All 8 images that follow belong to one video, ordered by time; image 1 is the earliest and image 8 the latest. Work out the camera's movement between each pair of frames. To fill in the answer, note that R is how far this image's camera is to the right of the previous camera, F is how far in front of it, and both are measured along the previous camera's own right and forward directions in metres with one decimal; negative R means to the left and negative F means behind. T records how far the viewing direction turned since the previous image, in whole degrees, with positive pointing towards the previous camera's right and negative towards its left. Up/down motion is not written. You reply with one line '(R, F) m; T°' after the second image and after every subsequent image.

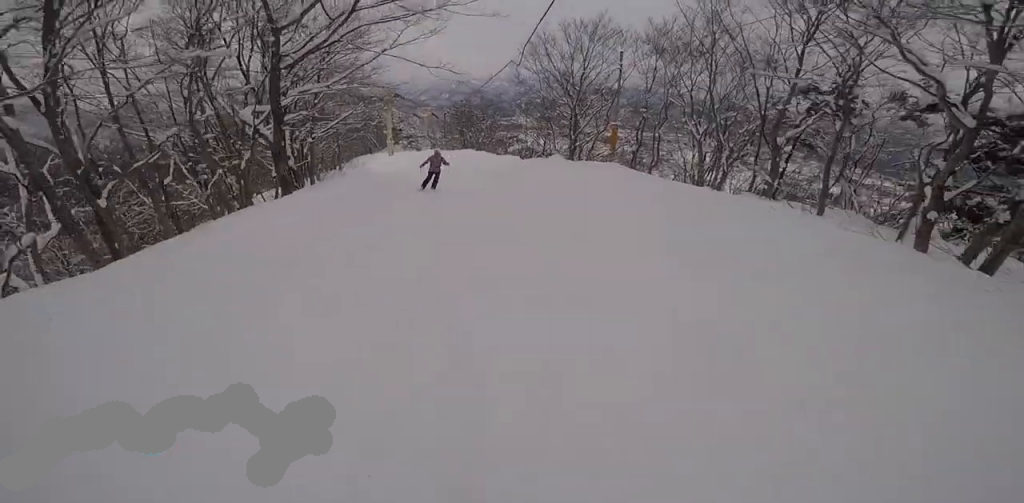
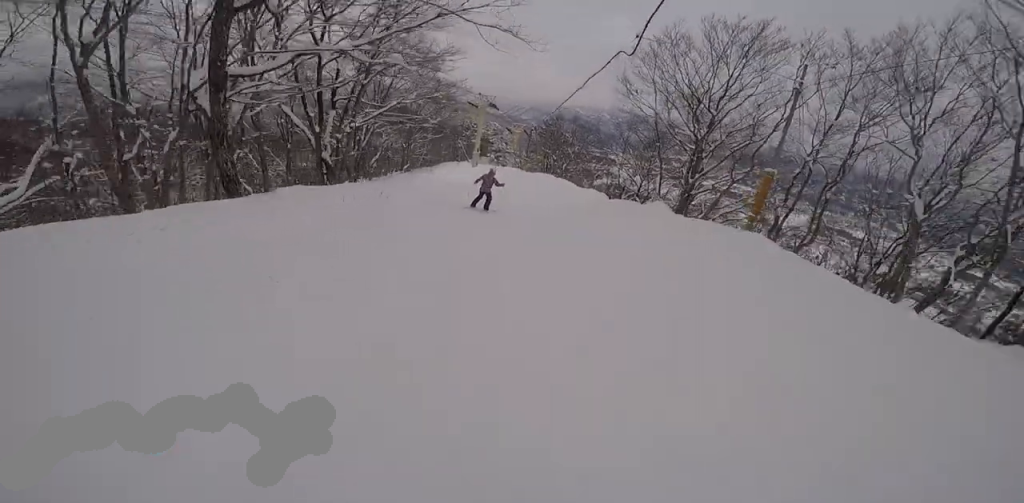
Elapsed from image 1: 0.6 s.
(+1.8, +4.4) m; +3°
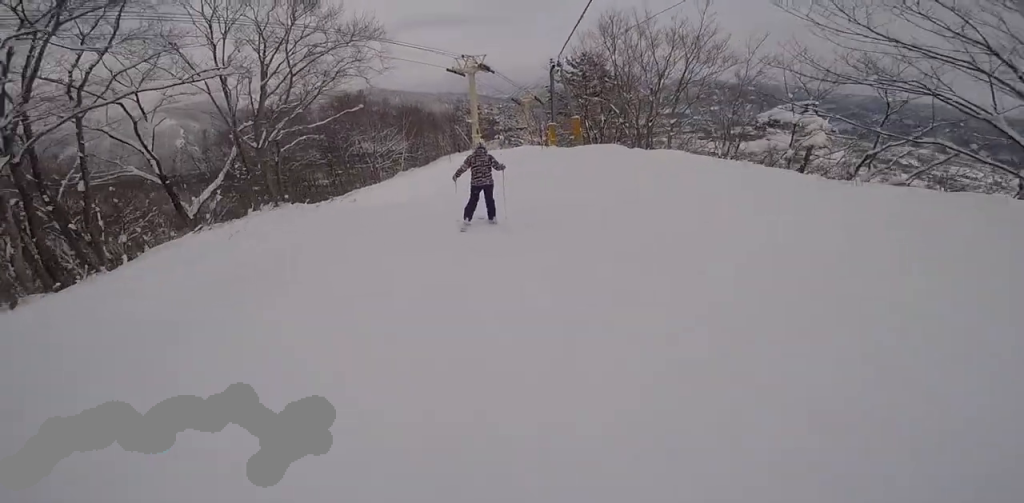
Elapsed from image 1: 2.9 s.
(-3.0, +16.7) m; -12°
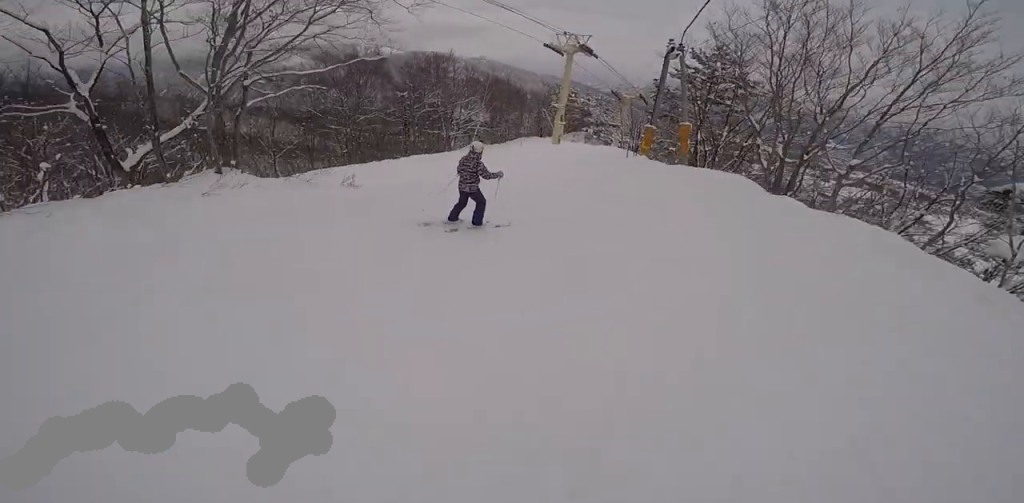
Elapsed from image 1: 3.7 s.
(-0.1, +5.4) m; -7°
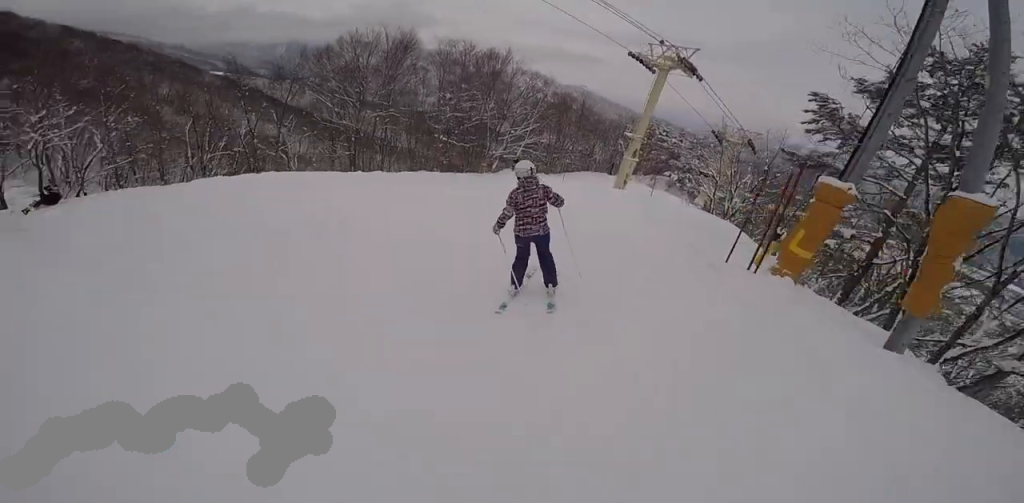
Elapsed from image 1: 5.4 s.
(-0.5, +10.4) m; -4°
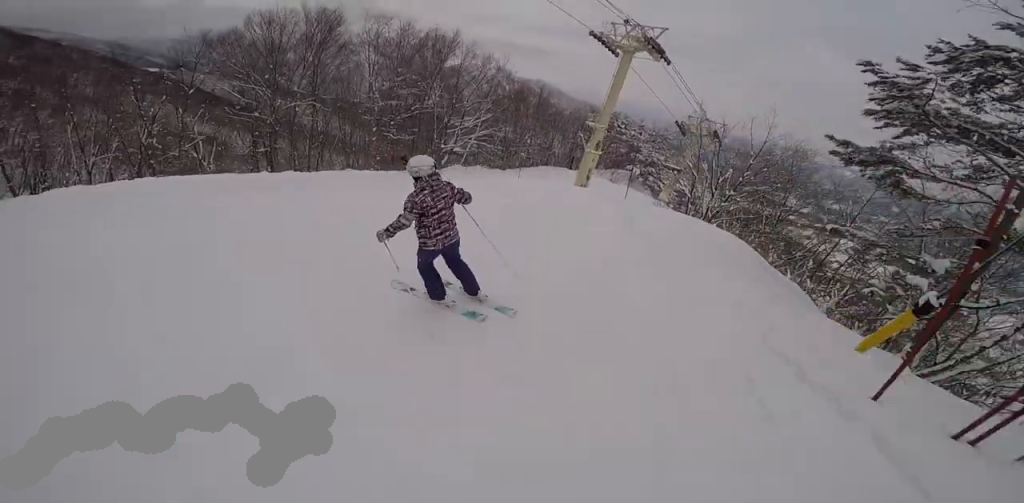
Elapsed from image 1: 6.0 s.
(+0.5, +3.2) m; -5°
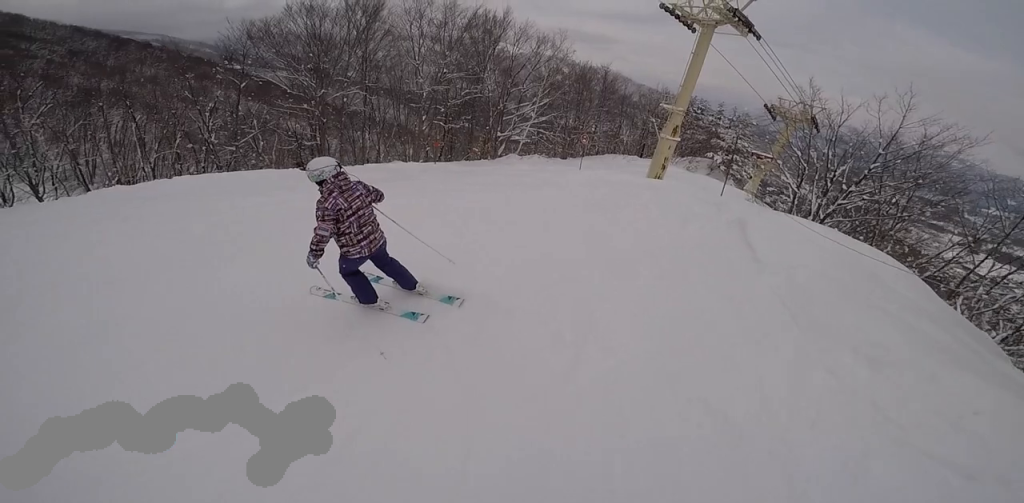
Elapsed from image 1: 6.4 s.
(-0.6, +2.0) m; -10°
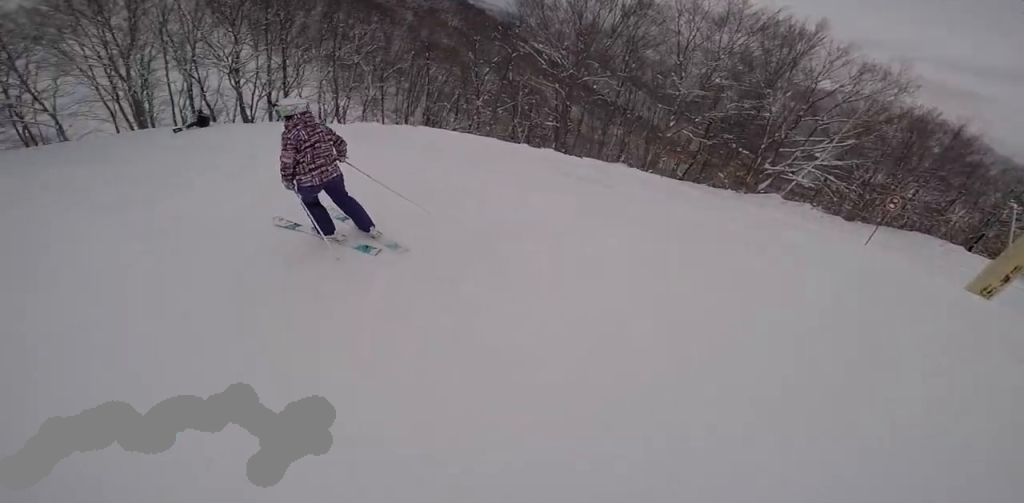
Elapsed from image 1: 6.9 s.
(-0.3, +2.7) m; -13°
